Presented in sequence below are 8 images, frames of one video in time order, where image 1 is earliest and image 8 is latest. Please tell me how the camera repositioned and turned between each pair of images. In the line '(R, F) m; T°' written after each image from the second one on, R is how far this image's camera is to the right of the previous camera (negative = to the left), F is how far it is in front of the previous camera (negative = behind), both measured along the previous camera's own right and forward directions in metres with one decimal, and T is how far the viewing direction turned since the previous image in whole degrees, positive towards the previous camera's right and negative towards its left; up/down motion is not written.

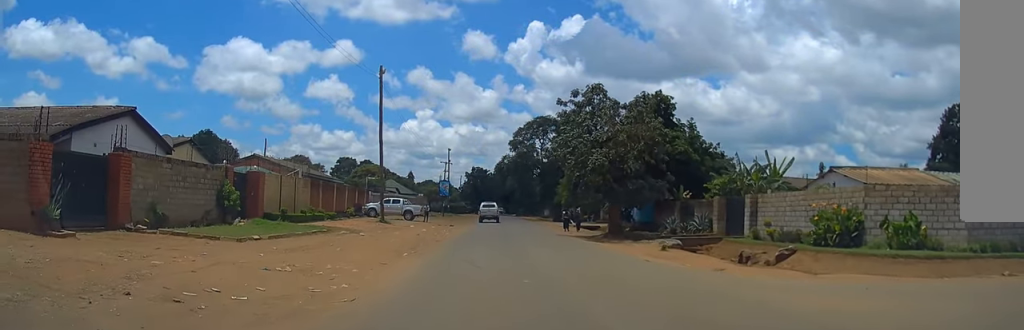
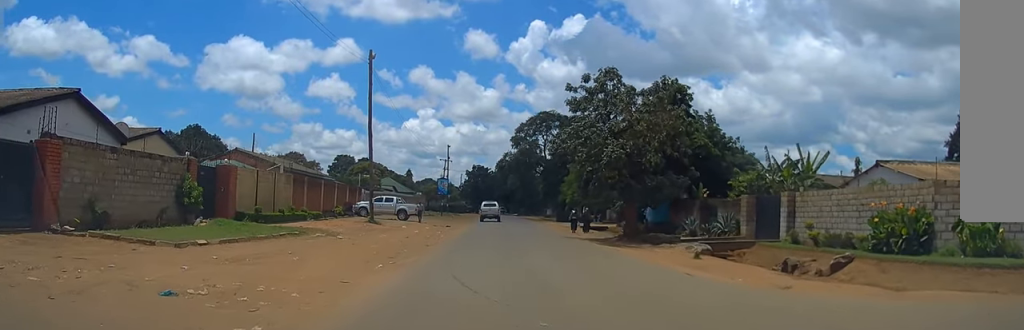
(0.0, +4.2) m; 0°
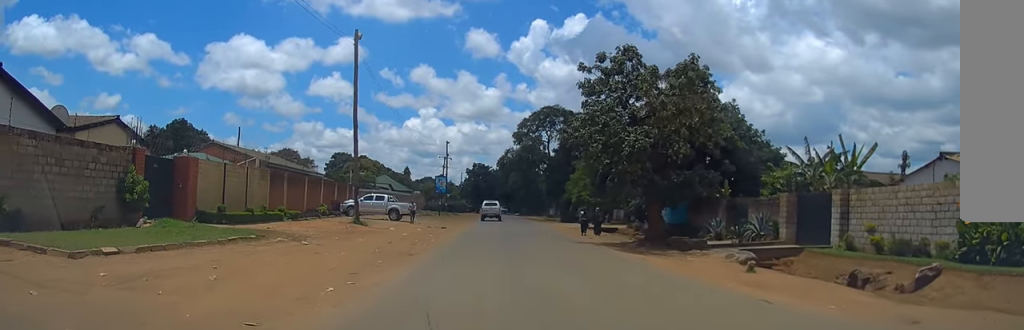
(0.0, +4.6) m; -1°
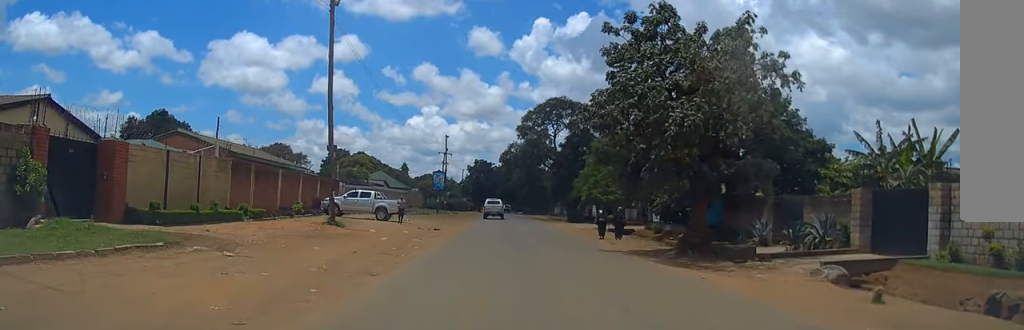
(-0.1, +6.0) m; -1°
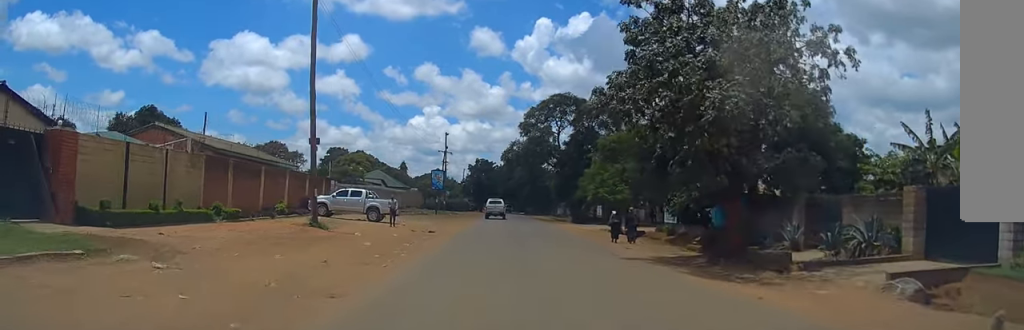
(0.0, +3.2) m; 0°
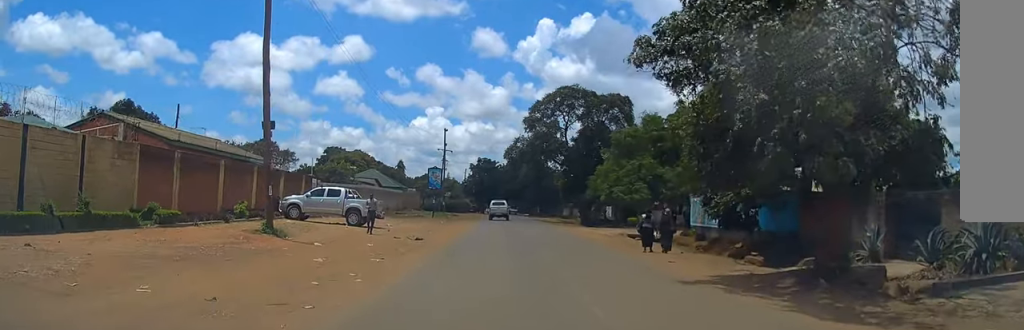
(0.0, +6.0) m; 0°
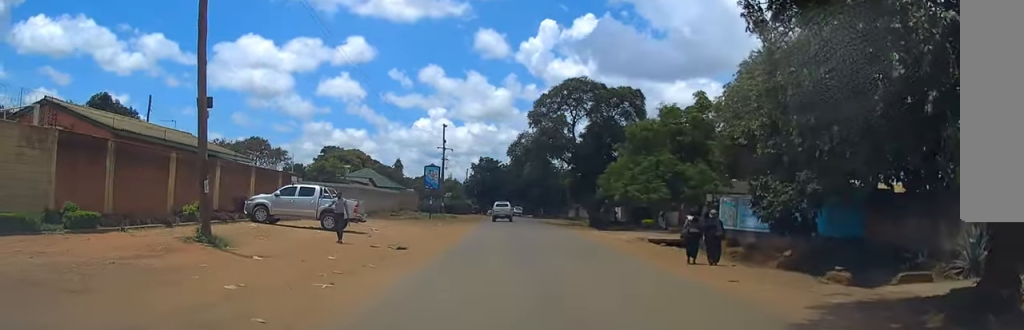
(0.0, +5.2) m; 0°
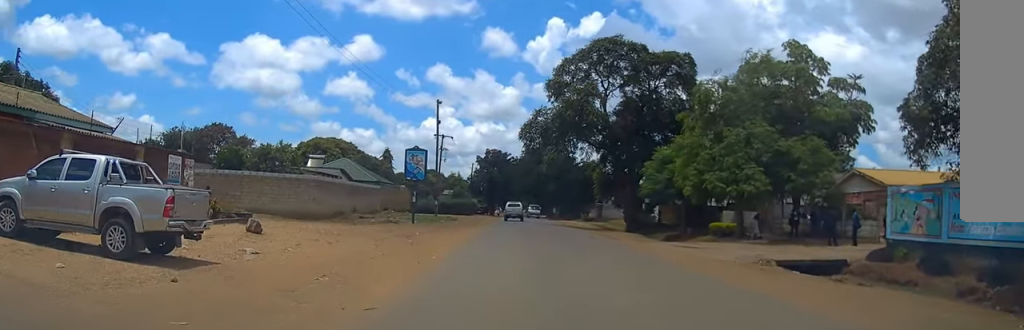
(-0.1, +16.7) m; -1°
